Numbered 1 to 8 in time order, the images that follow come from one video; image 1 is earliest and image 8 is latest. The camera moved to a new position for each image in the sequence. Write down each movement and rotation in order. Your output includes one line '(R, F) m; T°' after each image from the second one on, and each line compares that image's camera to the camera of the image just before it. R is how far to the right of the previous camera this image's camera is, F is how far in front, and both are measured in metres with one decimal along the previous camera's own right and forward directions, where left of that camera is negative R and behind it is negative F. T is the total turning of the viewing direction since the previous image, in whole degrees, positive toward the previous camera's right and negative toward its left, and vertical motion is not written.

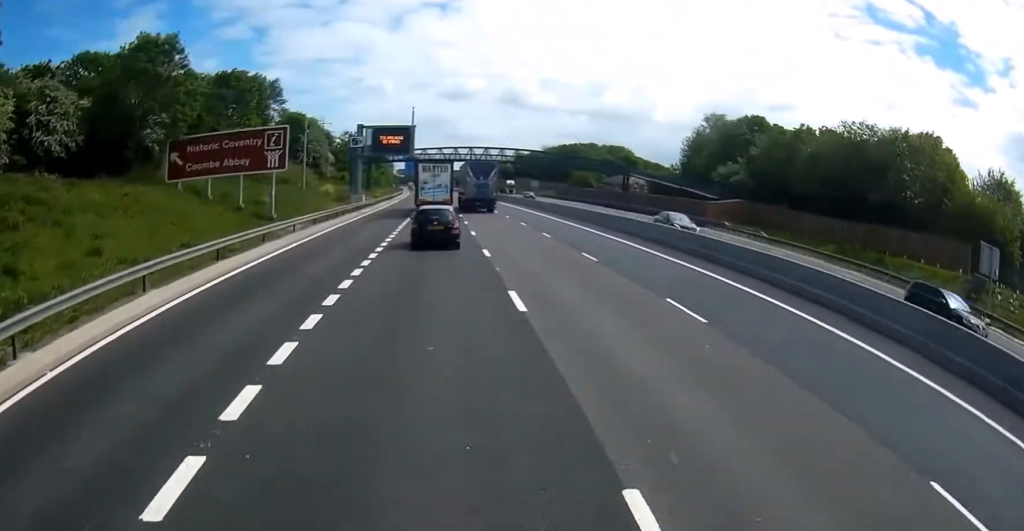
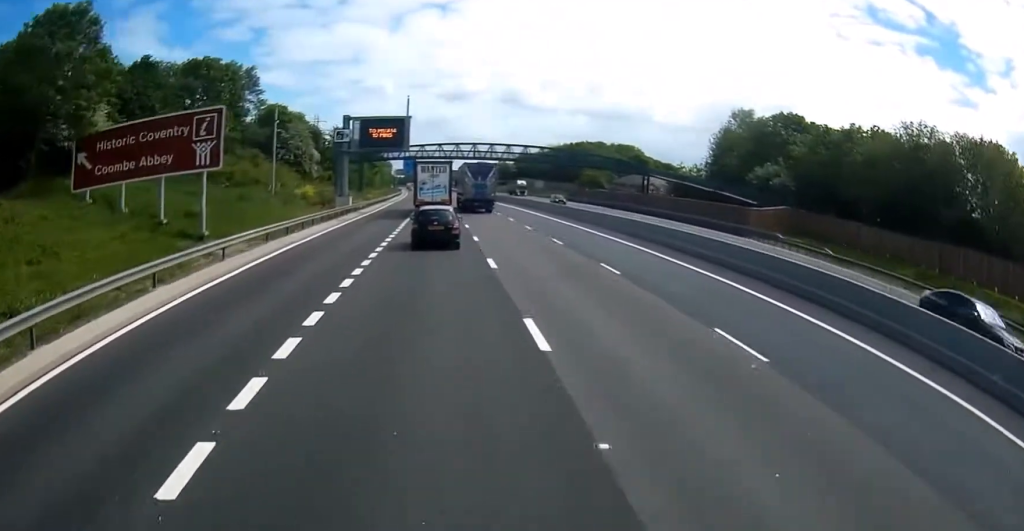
(0.0, +11.4) m; 0°
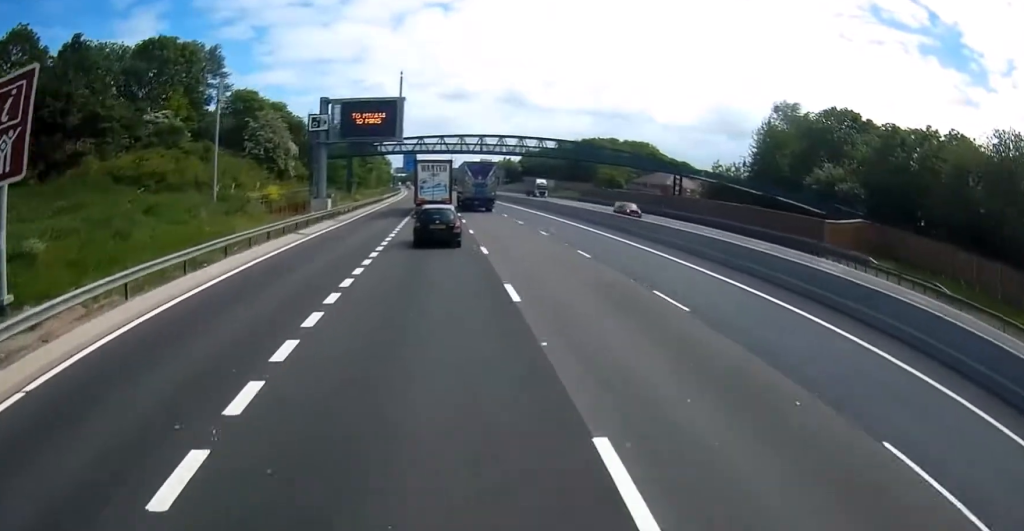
(+0.2, +13.8) m; 0°
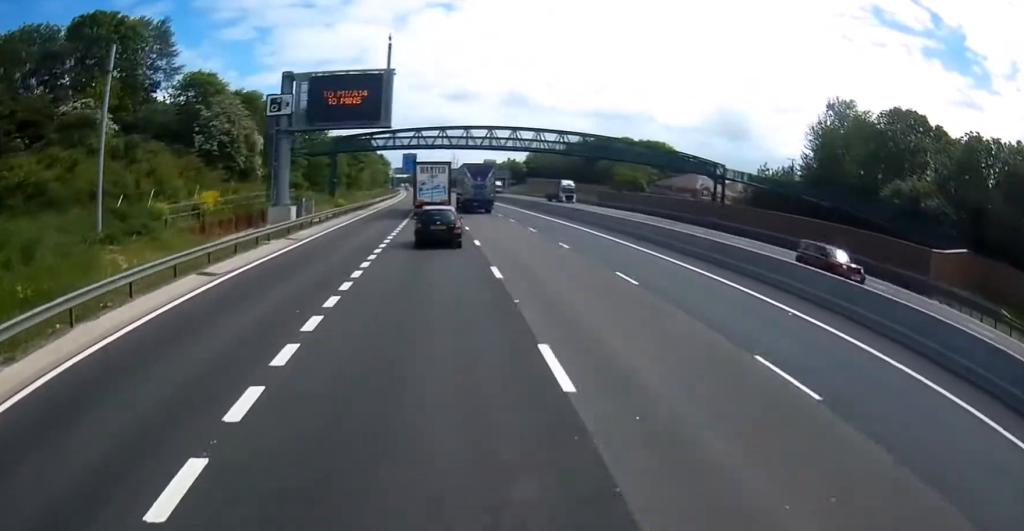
(+0.1, +13.8) m; 0°
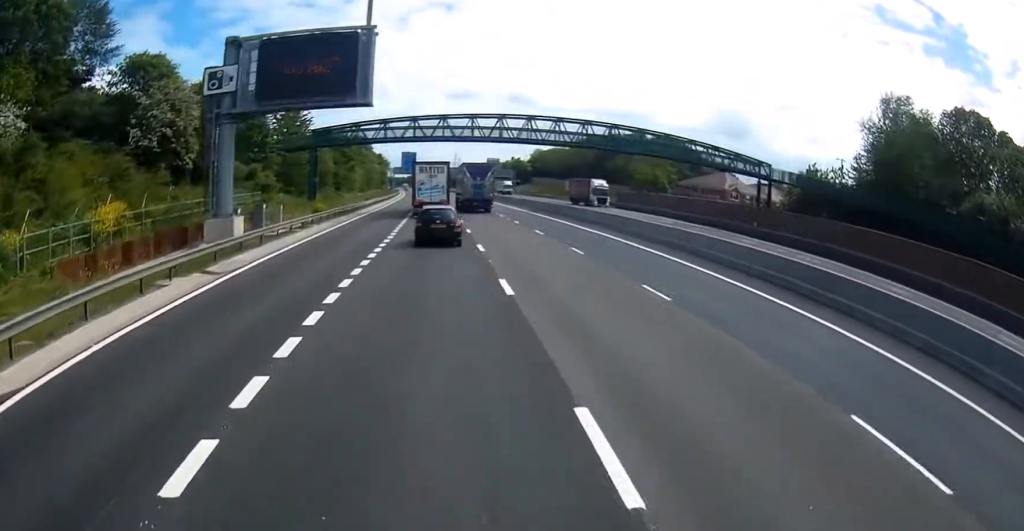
(0.0, +11.4) m; -1°
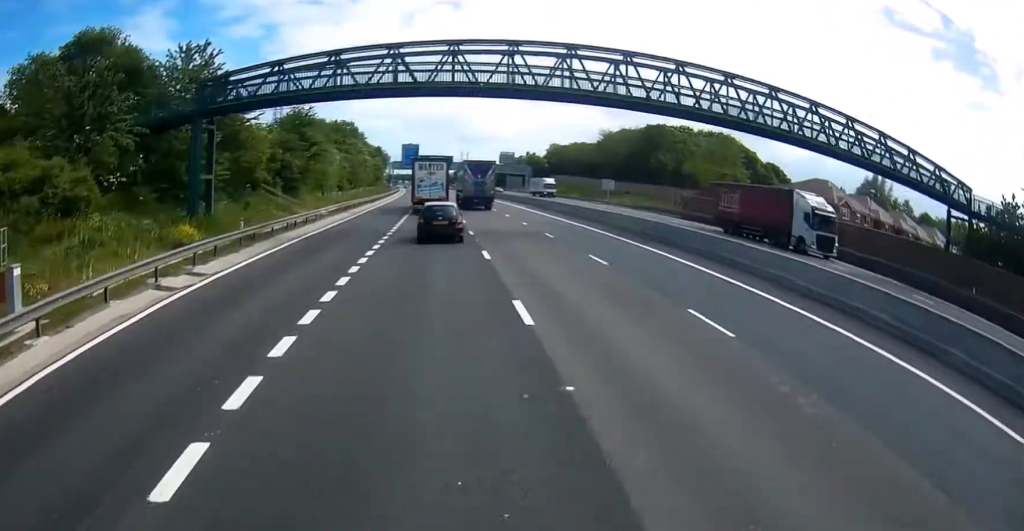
(-0.4, +29.2) m; -1°
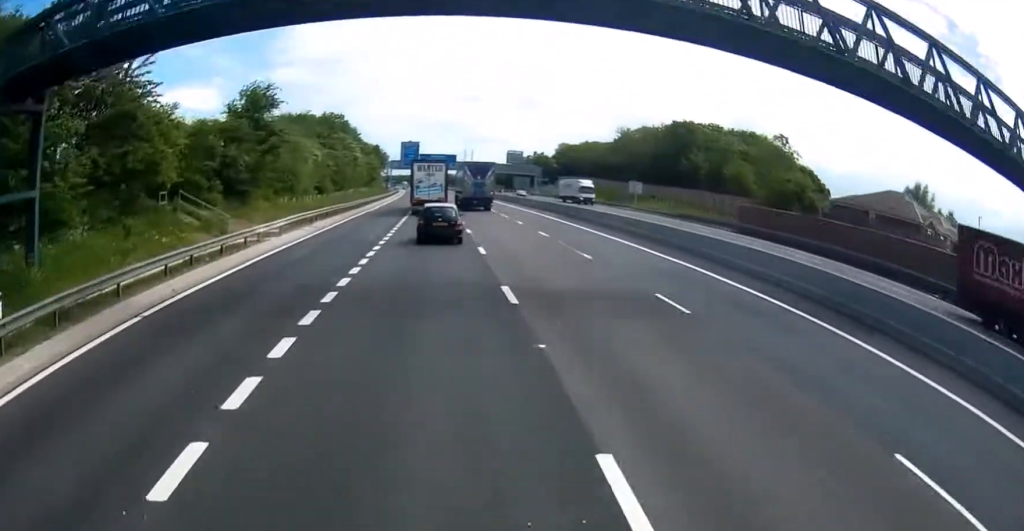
(0.0, +15.3) m; 0°
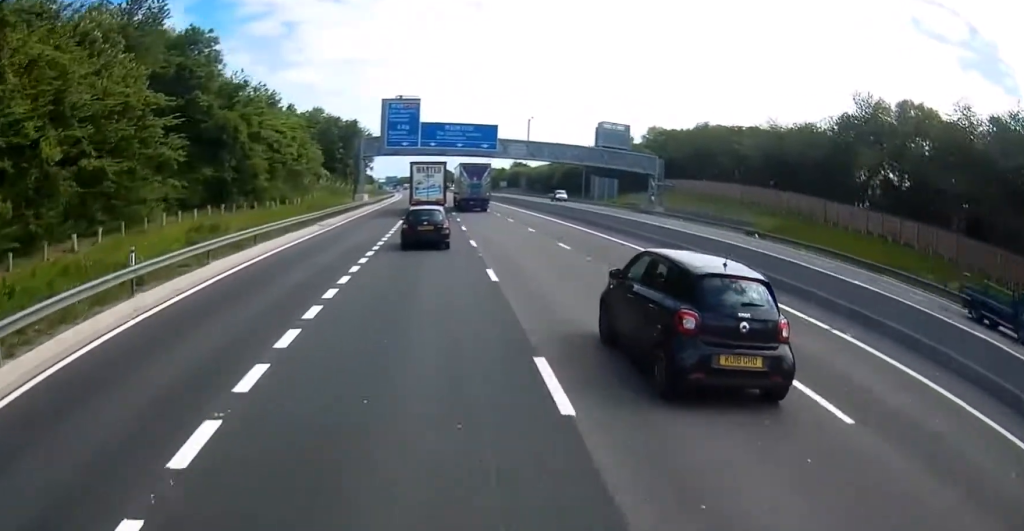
(-0.6, +92.3) m; -1°
